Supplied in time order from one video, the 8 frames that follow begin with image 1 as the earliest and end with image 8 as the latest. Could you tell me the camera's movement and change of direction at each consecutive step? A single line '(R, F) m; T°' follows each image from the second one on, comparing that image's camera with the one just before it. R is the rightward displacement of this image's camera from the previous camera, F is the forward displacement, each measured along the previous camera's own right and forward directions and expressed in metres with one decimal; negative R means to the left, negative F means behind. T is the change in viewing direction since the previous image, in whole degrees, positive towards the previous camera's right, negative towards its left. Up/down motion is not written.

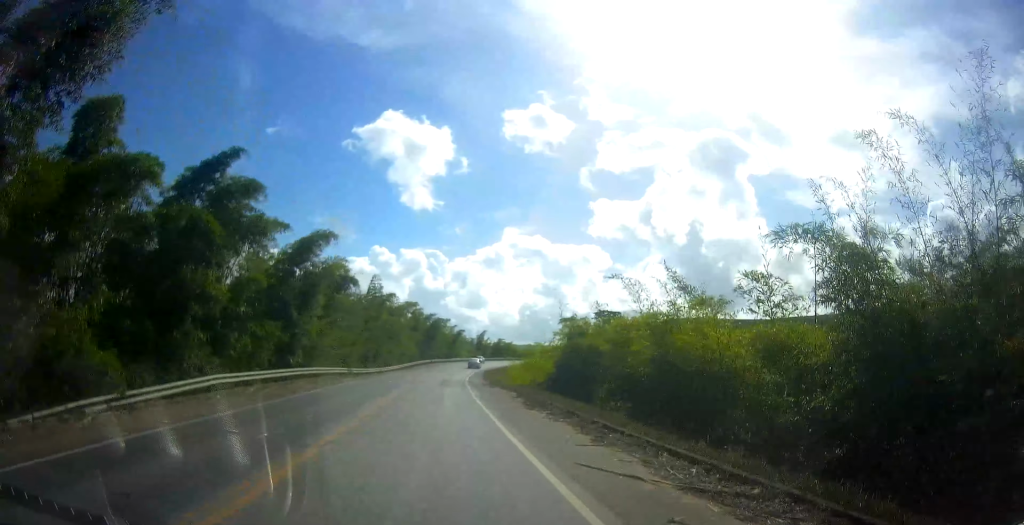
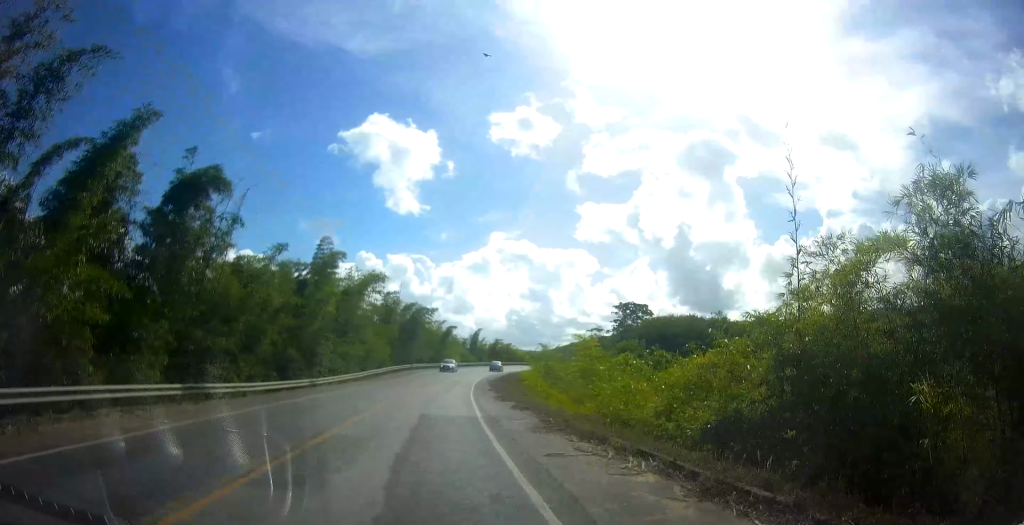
(-0.4, +28.0) m; -1°
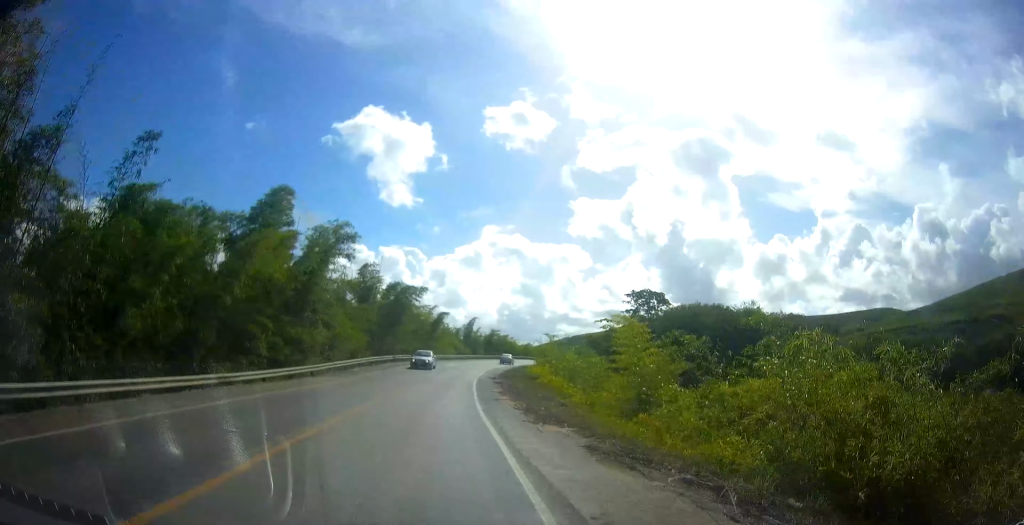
(-0.1, +13.4) m; +1°
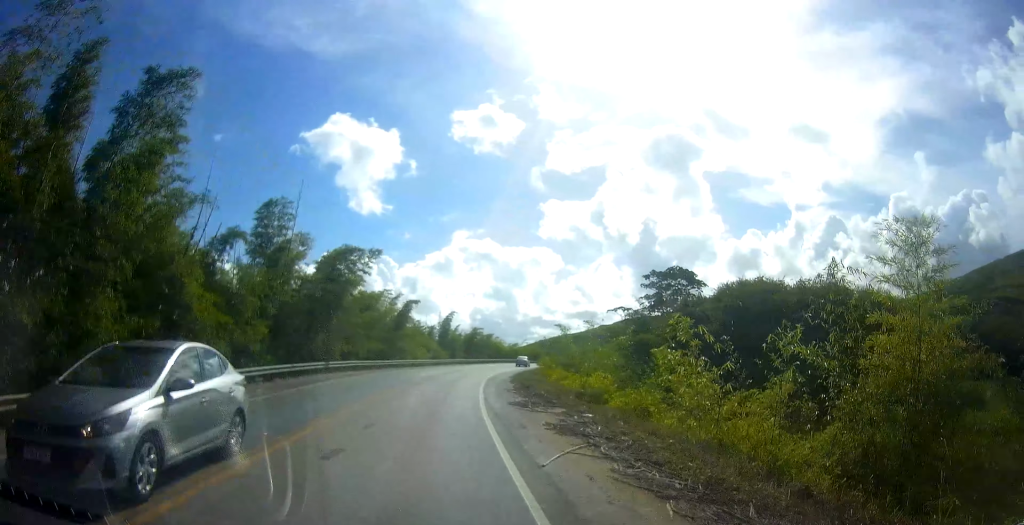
(+0.3, +23.5) m; +2°
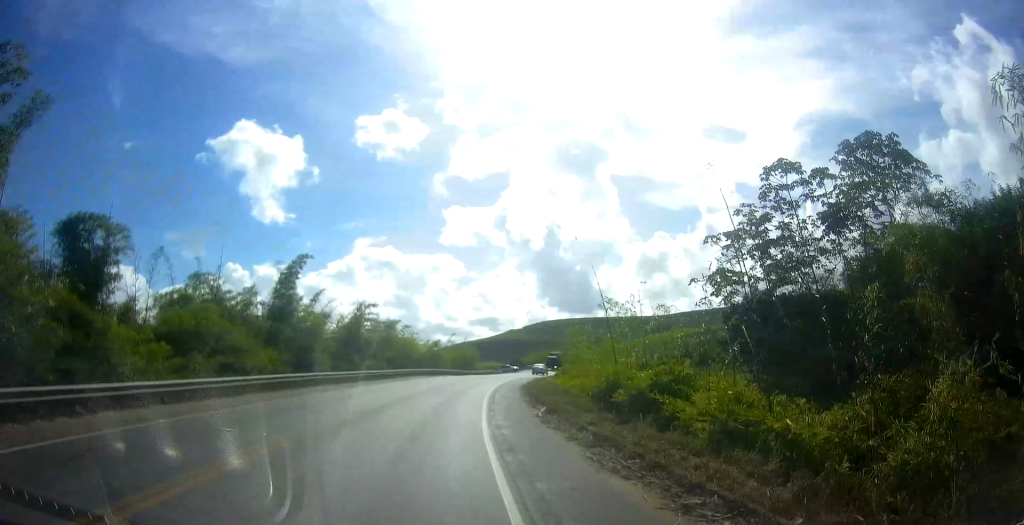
(+2.2, +52.3) m; +5°
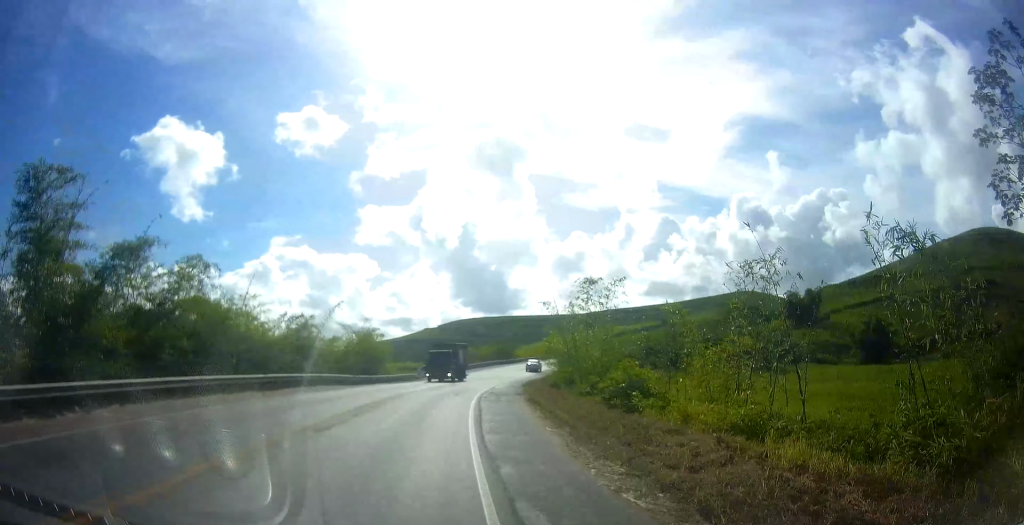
(+2.1, +34.1) m; +6°
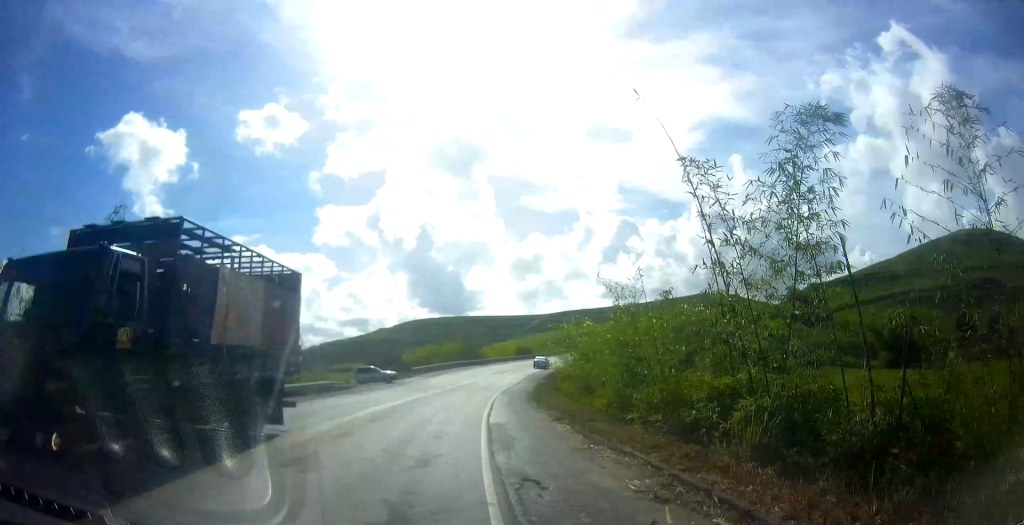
(+0.3, +22.7) m; +5°
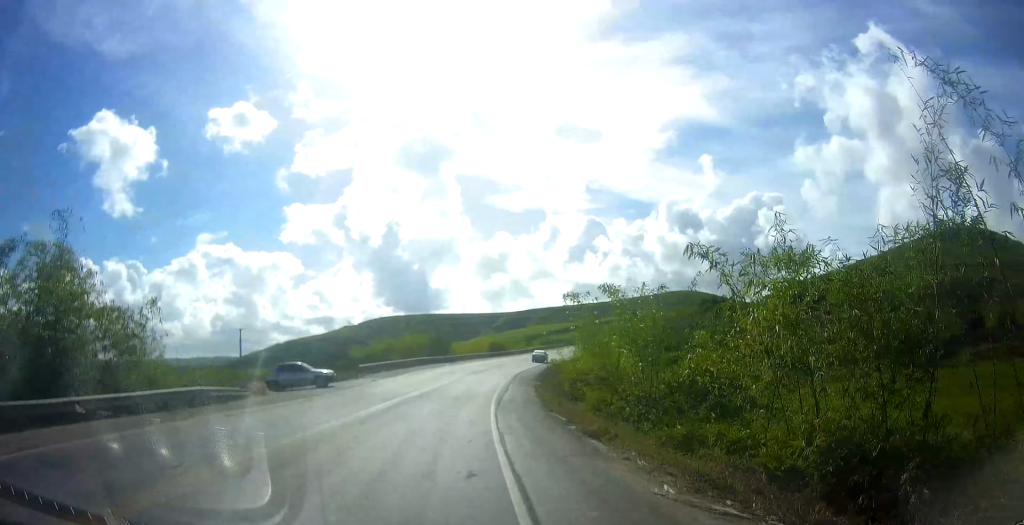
(+0.6, +14.4) m; +4°
